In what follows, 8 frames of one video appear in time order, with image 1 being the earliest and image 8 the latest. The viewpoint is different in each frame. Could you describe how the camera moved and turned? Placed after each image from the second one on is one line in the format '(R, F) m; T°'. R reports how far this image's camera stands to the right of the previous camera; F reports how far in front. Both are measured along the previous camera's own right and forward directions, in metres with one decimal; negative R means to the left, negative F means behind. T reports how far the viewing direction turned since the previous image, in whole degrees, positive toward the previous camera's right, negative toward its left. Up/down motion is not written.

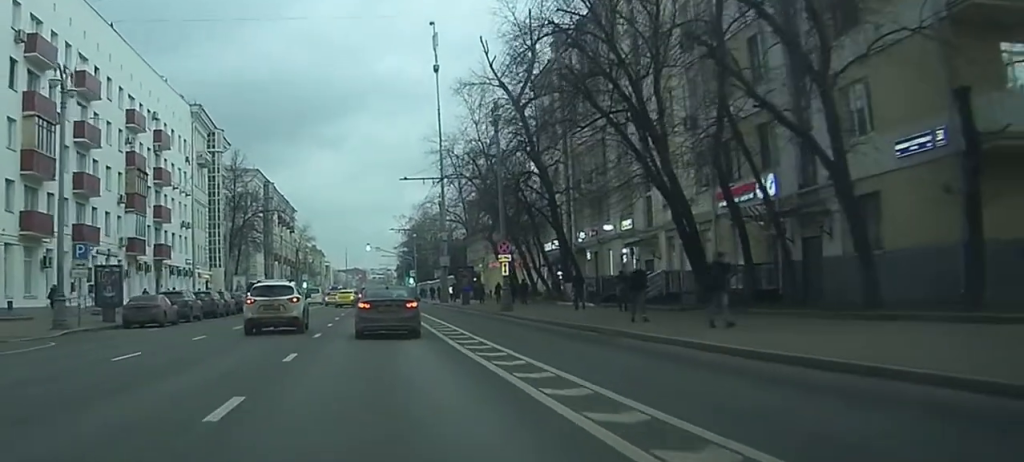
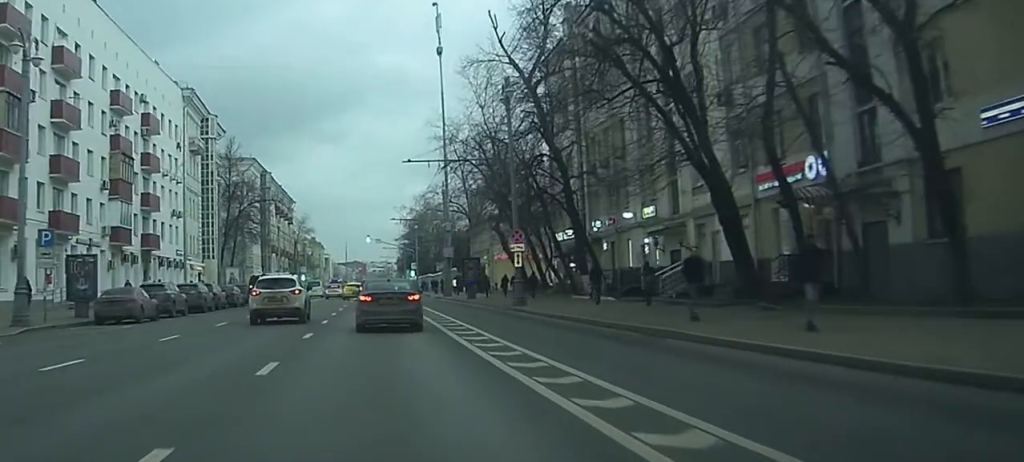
(0.0, +3.9) m; 0°
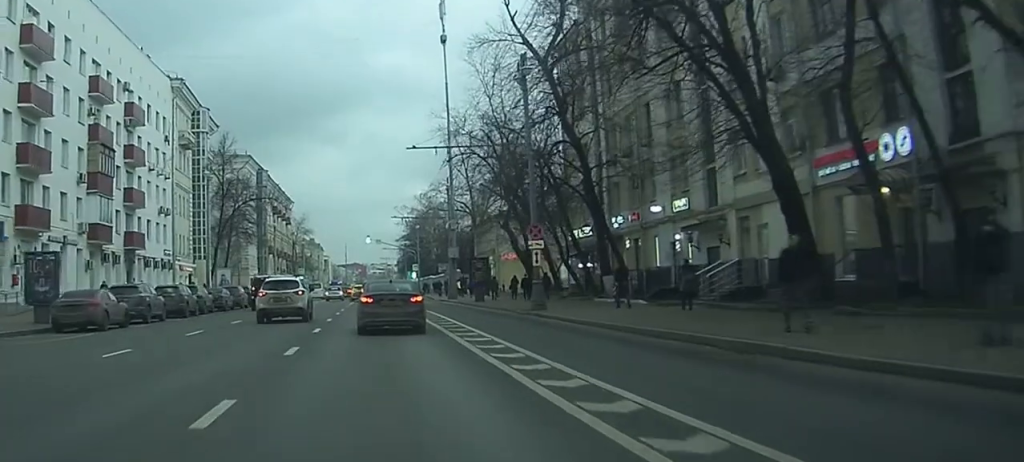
(0.0, +4.5) m; -2°
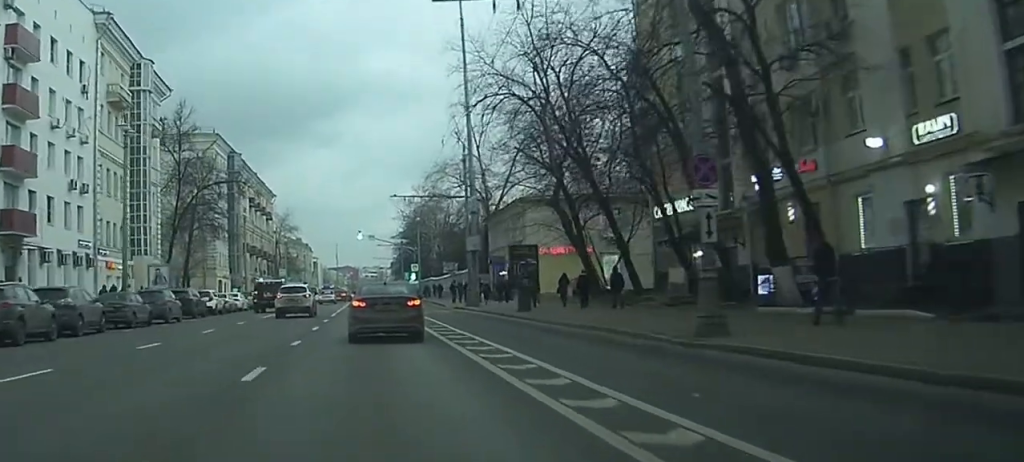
(-1.0, +19.0) m; -3°
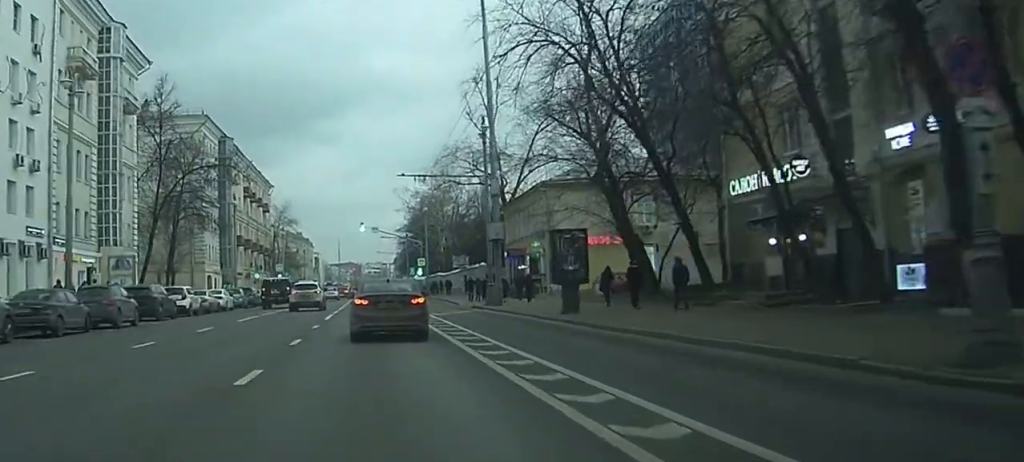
(+0.2, +8.5) m; +1°
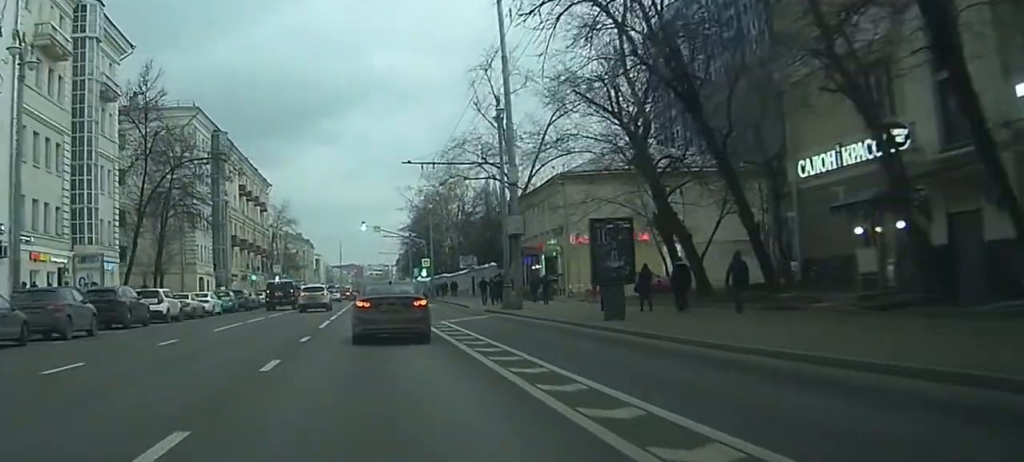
(0.0, +5.4) m; 0°
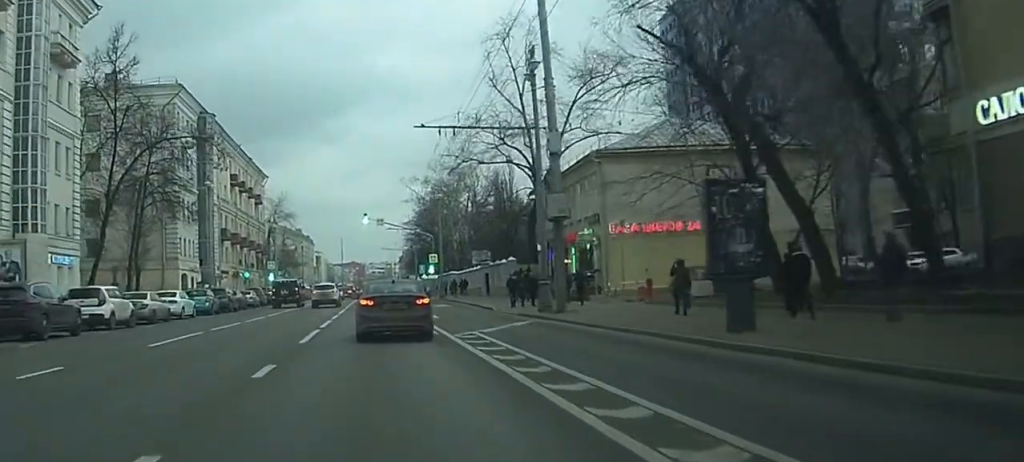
(0.0, +9.0) m; +1°
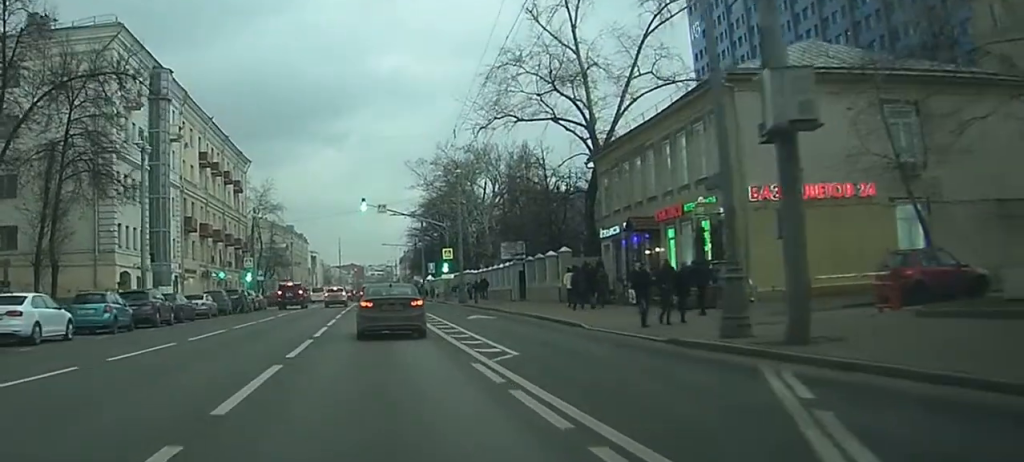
(+0.3, +19.3) m; 0°
